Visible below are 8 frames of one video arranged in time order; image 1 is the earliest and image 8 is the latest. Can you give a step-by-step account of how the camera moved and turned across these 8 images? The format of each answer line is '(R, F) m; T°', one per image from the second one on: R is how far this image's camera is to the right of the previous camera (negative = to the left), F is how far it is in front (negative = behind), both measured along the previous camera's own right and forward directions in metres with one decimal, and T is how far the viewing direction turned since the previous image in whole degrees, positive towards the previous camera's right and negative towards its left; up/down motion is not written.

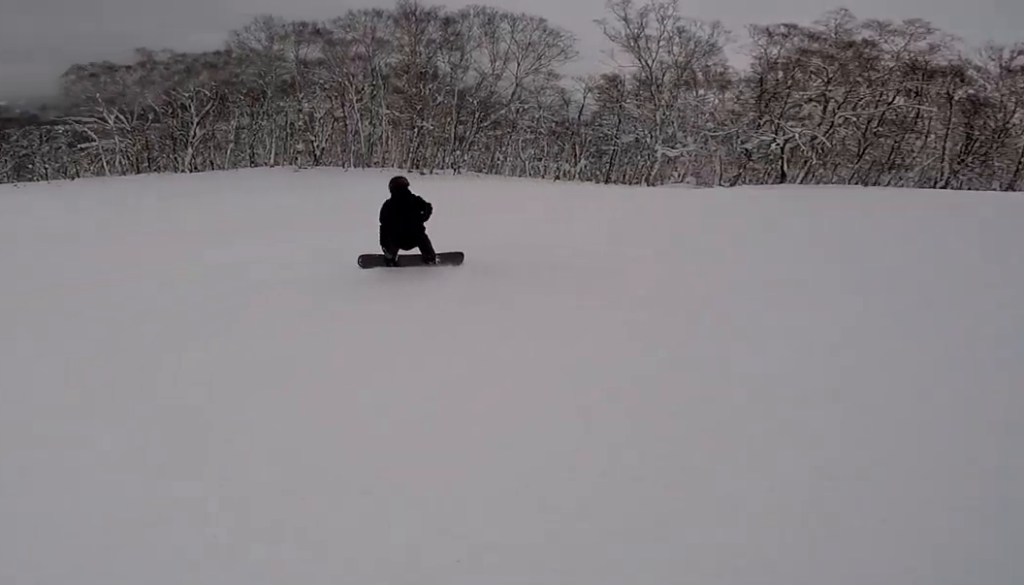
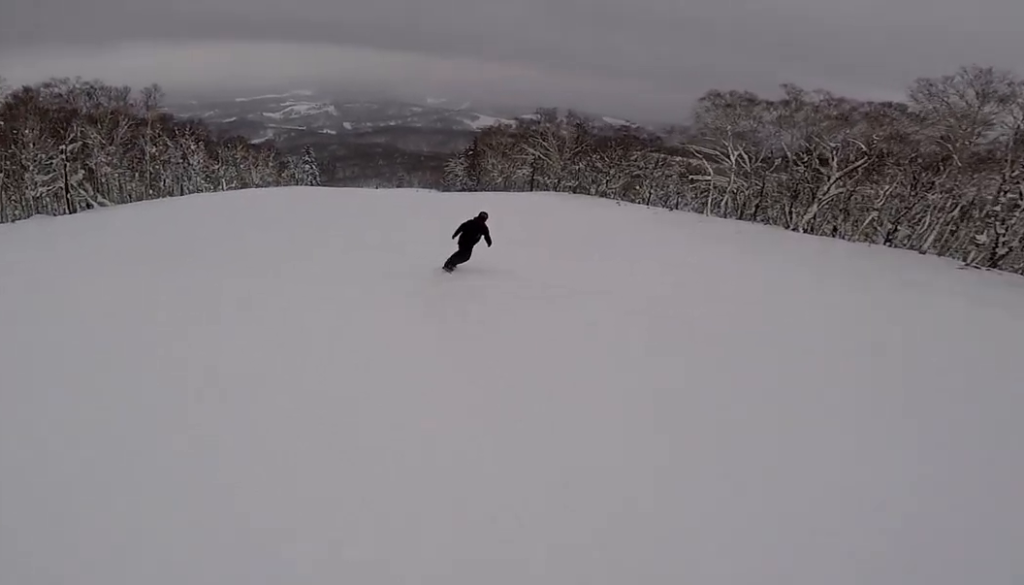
(-1.2, +5.4) m; -18°
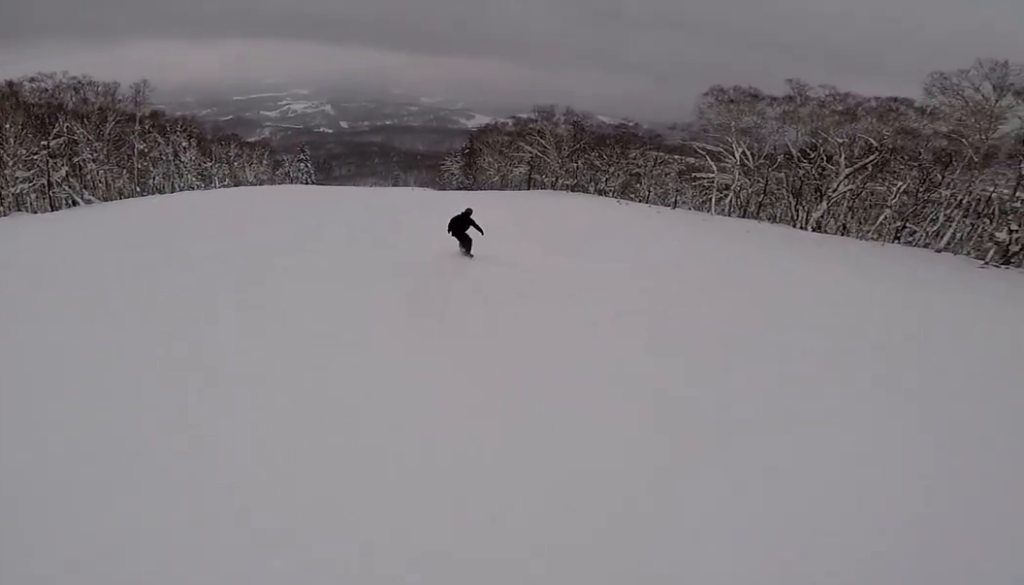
(-0.1, +2.4) m; -2°
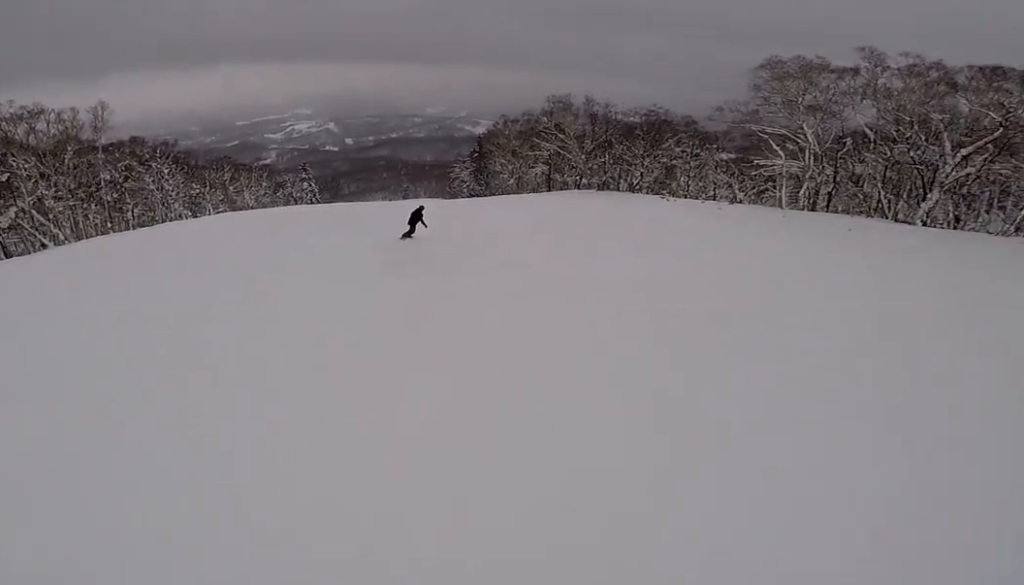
(+0.4, +8.9) m; +1°
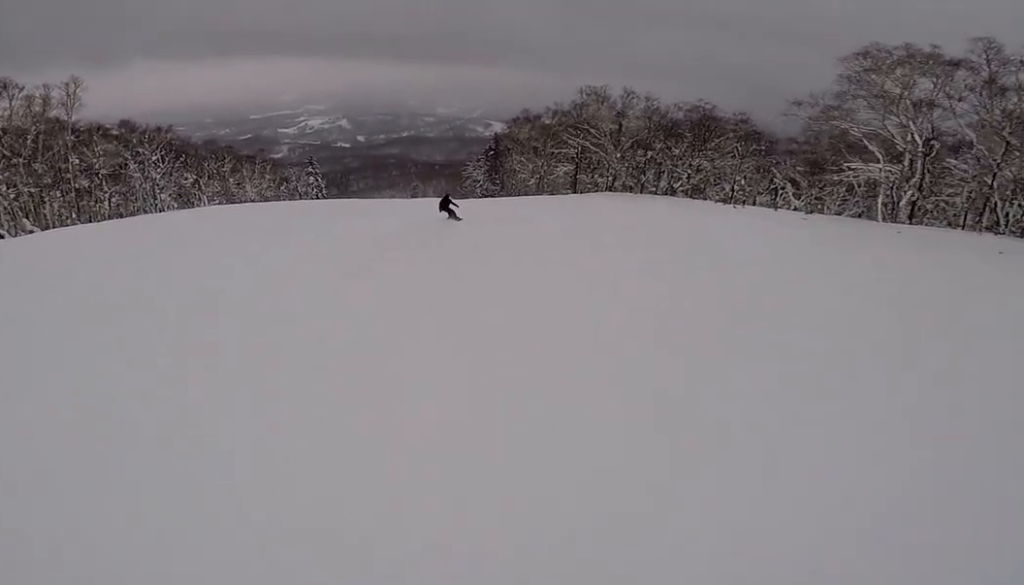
(-0.5, +8.5) m; 0°
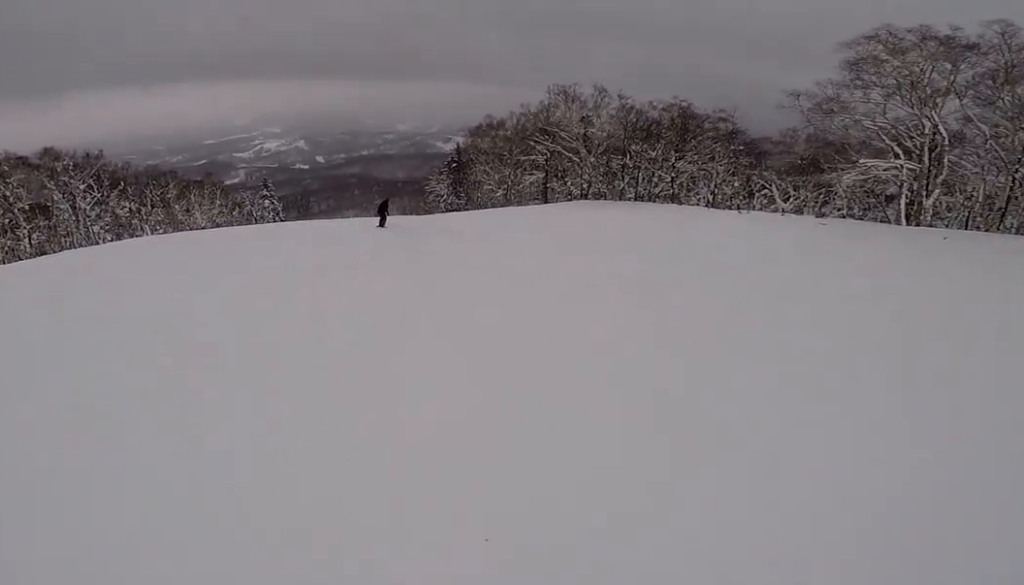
(-0.1, +5.6) m; 0°
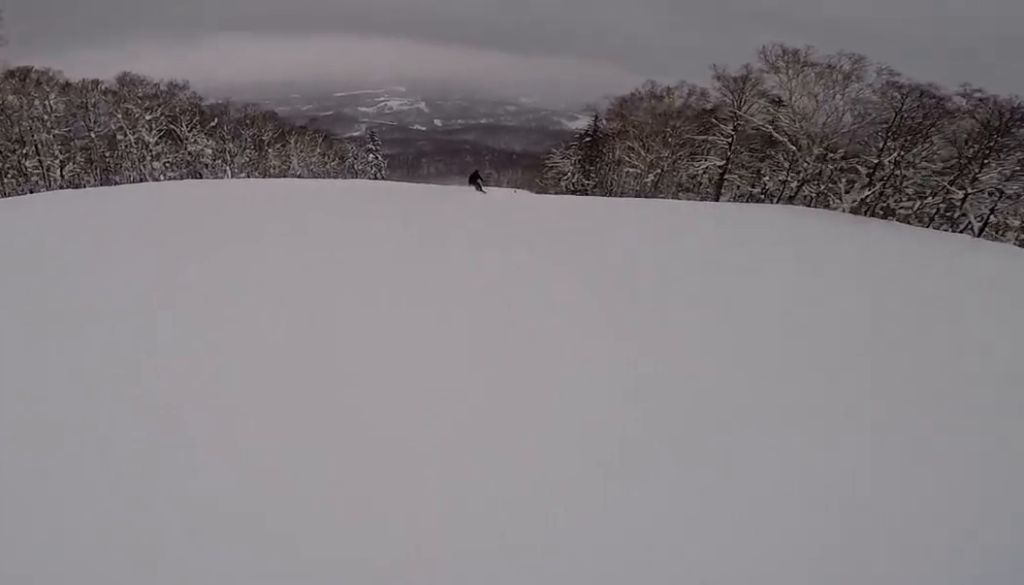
(-1.6, +15.0) m; -11°
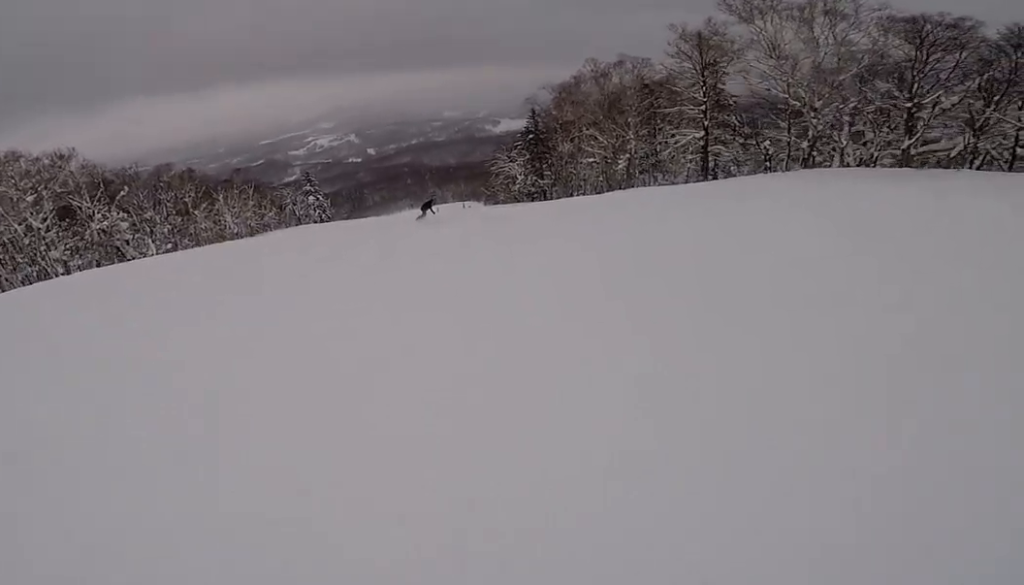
(+0.7, +9.4) m; +11°
